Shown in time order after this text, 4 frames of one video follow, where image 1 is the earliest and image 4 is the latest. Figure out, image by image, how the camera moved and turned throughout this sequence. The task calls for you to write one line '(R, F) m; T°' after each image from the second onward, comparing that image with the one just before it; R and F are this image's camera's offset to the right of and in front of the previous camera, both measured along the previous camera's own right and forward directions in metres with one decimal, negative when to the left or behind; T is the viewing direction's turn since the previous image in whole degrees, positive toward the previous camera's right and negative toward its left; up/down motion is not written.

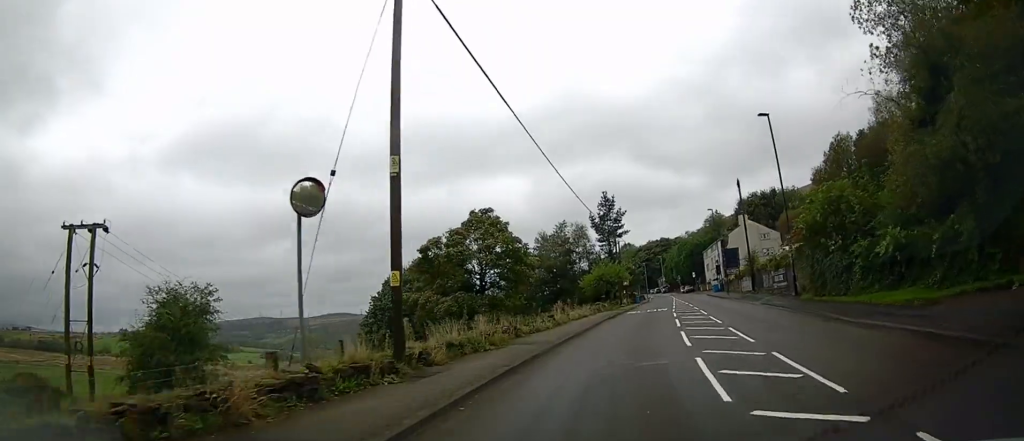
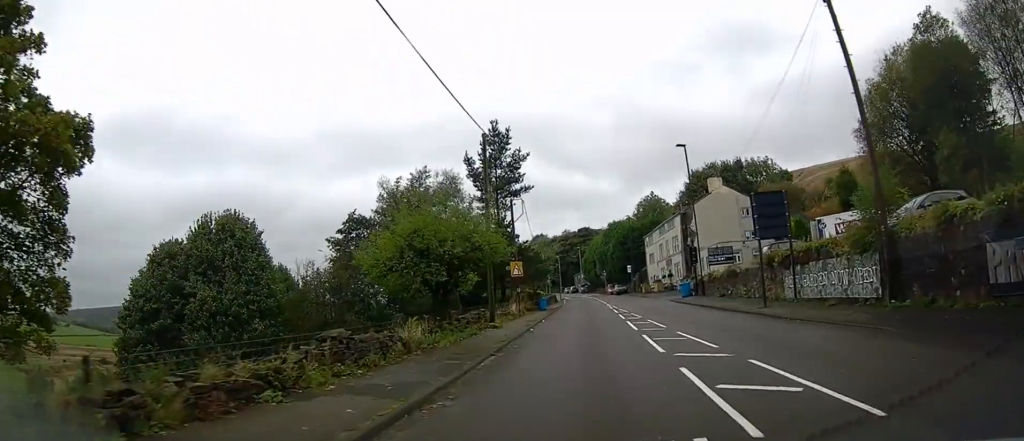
(+3.0, +32.3) m; +7°
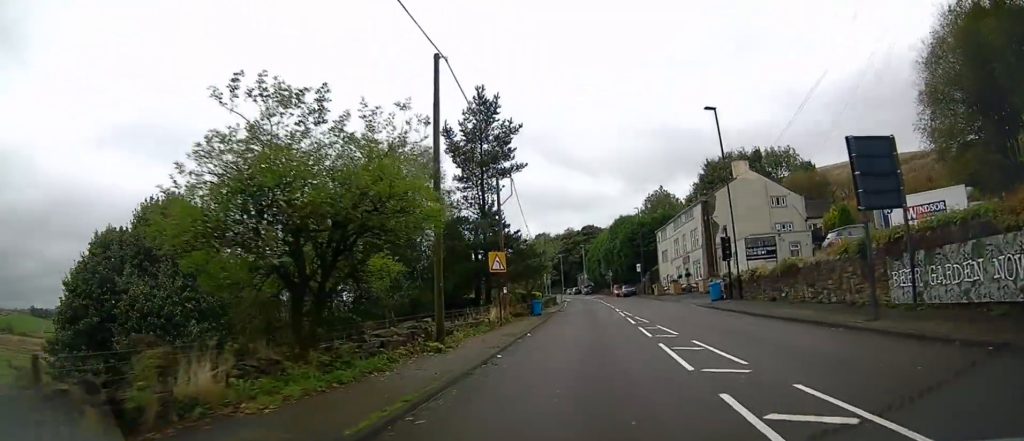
(0.0, +8.4) m; +1°
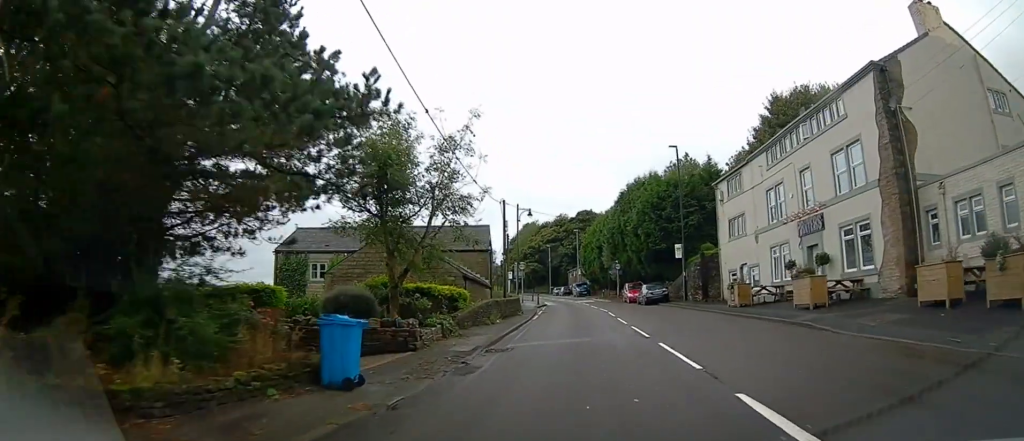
(+0.2, +30.8) m; -1°
